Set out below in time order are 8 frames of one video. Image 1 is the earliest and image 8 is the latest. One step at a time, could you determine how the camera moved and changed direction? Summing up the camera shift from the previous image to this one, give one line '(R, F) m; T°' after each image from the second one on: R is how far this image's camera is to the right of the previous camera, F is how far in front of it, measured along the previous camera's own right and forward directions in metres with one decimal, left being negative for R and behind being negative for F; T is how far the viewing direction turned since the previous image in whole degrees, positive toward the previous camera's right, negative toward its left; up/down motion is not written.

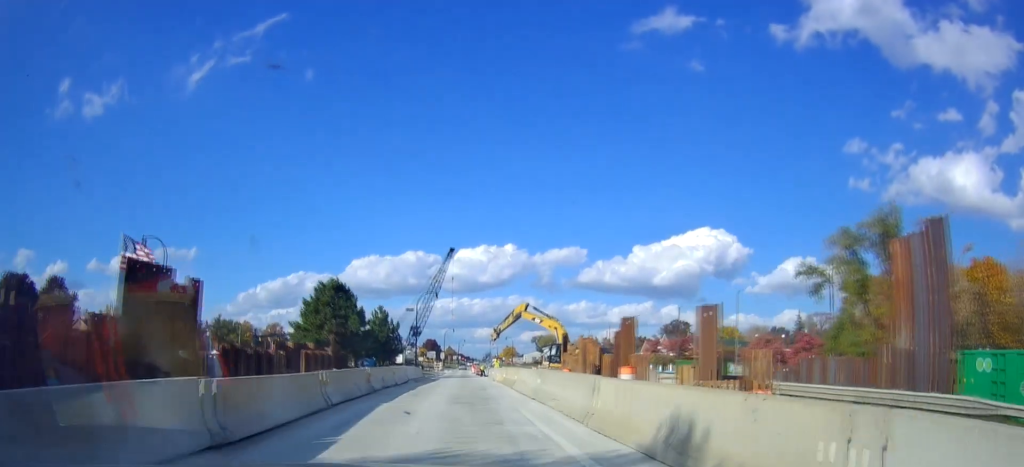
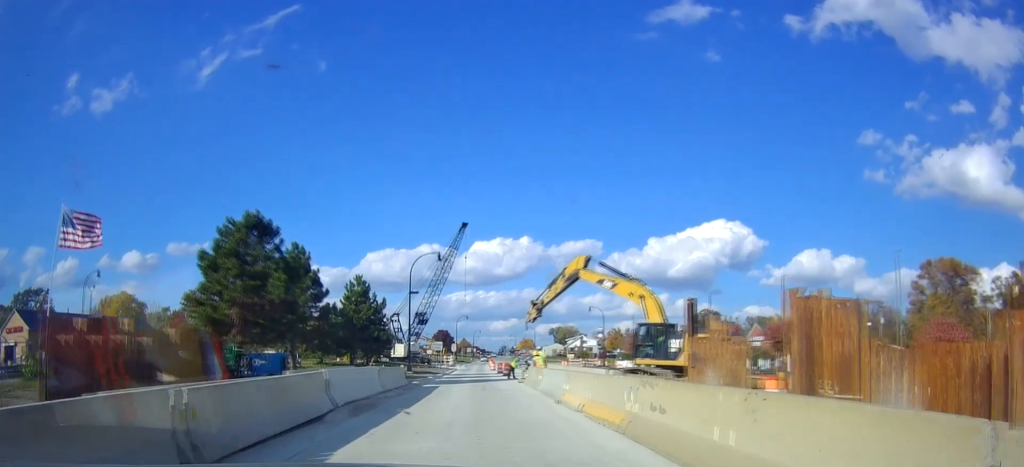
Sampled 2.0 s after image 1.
(0.0, +22.1) m; -2°
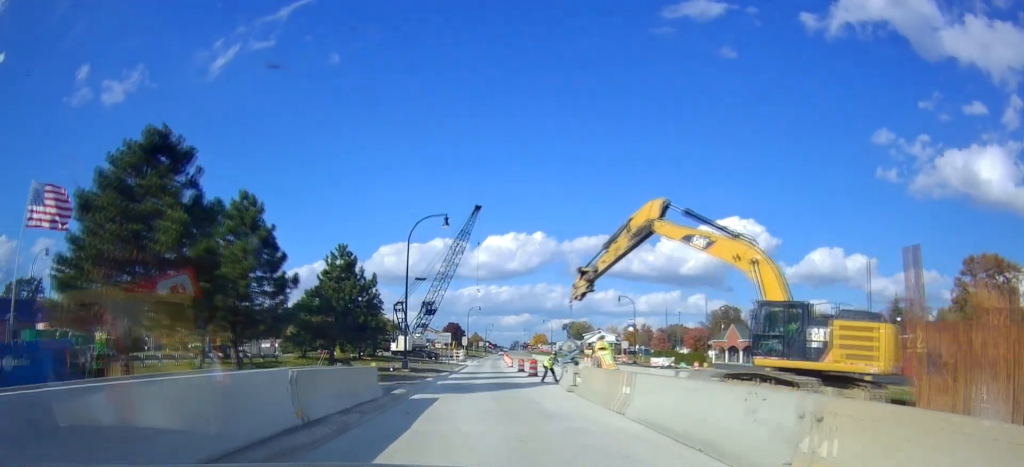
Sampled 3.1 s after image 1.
(-0.3, +11.3) m; +1°
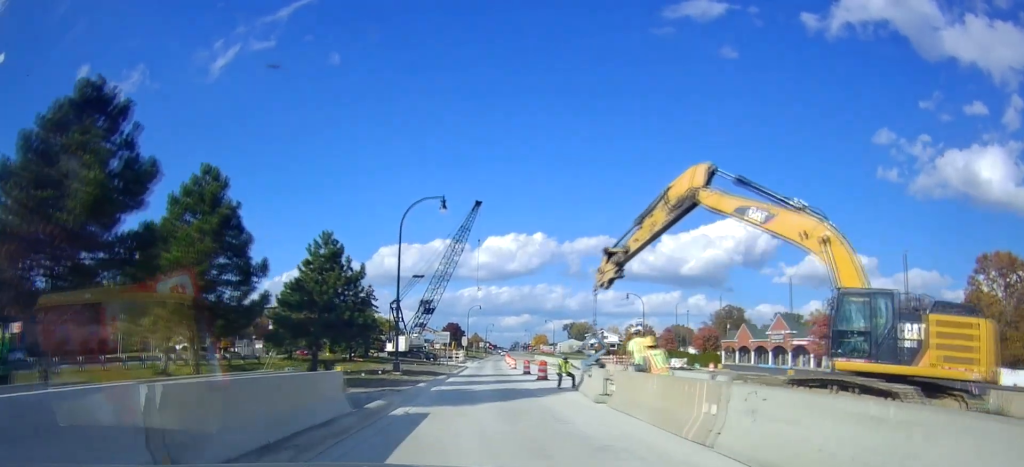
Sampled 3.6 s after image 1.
(0.0, +4.7) m; +2°
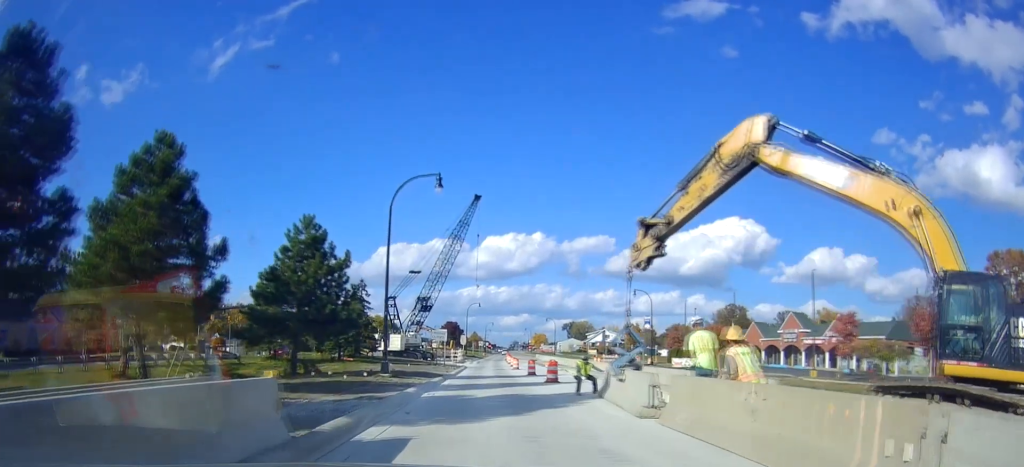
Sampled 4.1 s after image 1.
(+0.2, +4.2) m; -2°
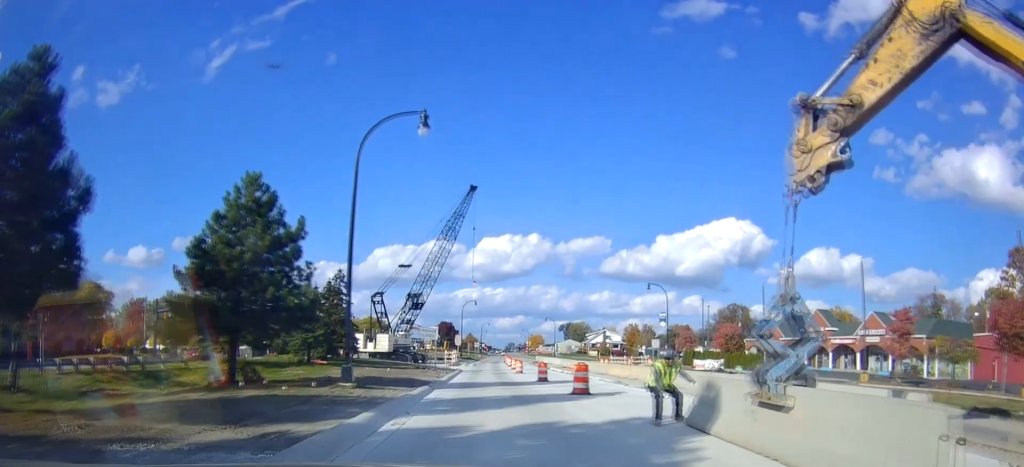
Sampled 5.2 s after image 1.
(-0.5, +8.4) m; -2°
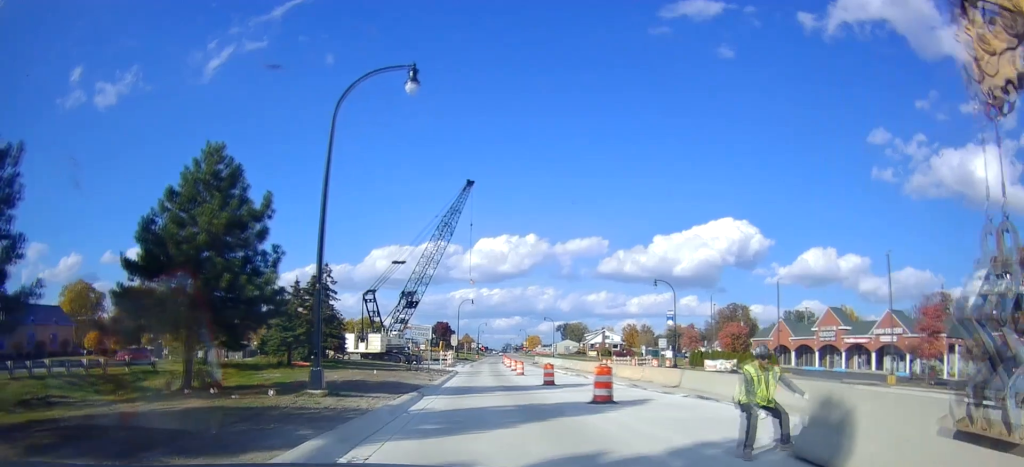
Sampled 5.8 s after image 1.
(-0.1, +3.7) m; 0°
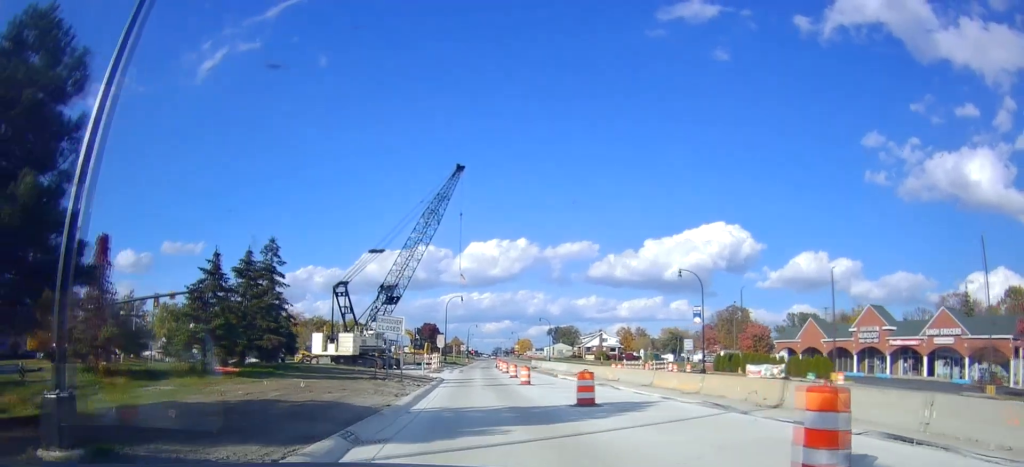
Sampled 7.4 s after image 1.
(-0.2, +10.1) m; 0°
